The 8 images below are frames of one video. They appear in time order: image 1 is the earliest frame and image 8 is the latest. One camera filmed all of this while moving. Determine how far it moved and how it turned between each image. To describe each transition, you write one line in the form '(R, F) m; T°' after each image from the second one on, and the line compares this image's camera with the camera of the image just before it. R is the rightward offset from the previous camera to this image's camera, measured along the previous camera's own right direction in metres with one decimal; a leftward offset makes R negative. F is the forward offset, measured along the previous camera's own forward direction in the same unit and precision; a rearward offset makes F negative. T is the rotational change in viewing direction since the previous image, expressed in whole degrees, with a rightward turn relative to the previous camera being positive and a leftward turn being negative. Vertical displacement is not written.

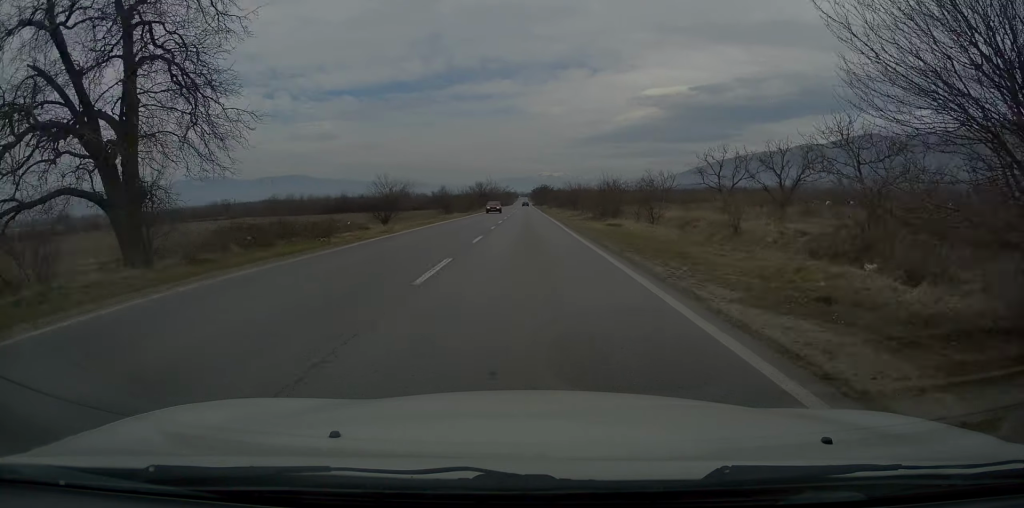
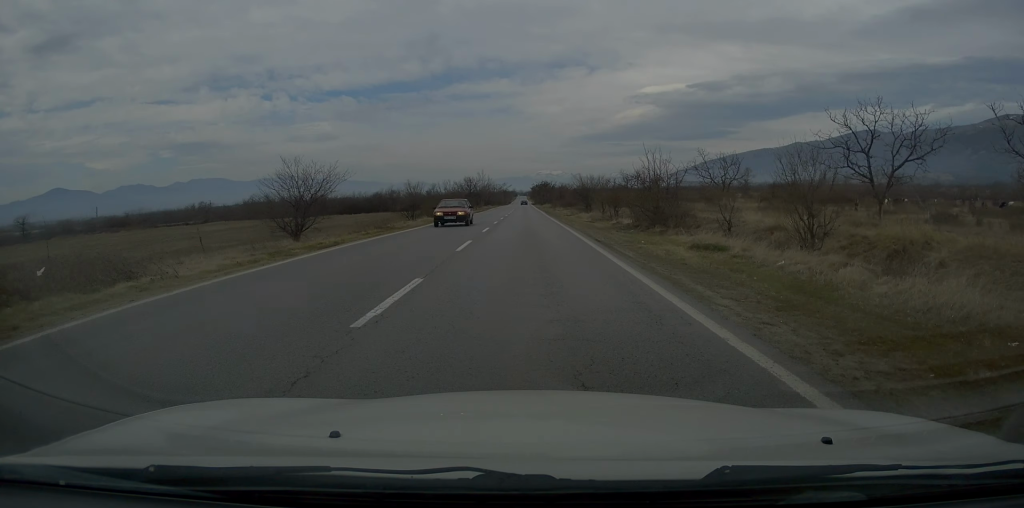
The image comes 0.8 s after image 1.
(-0.3, +20.4) m; 0°
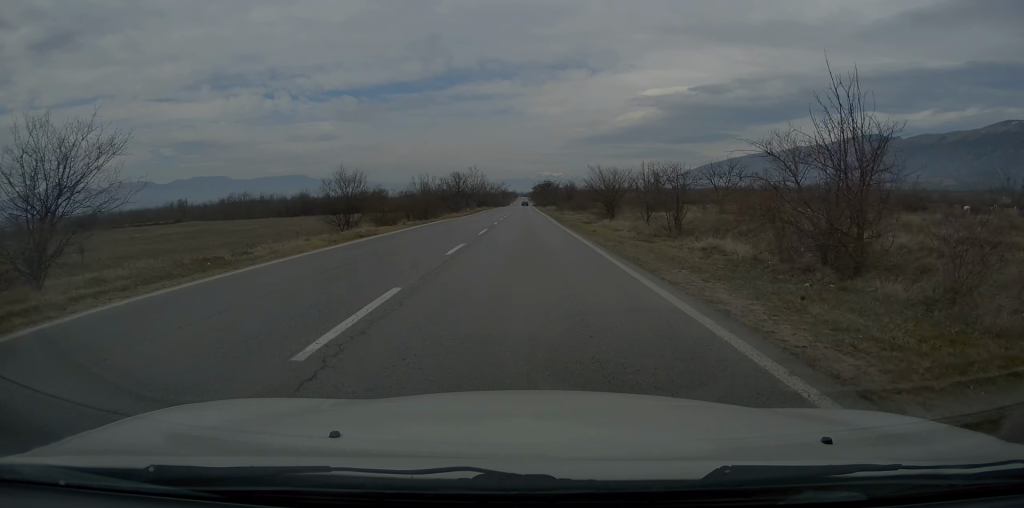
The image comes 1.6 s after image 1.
(+0.1, +18.9) m; 0°
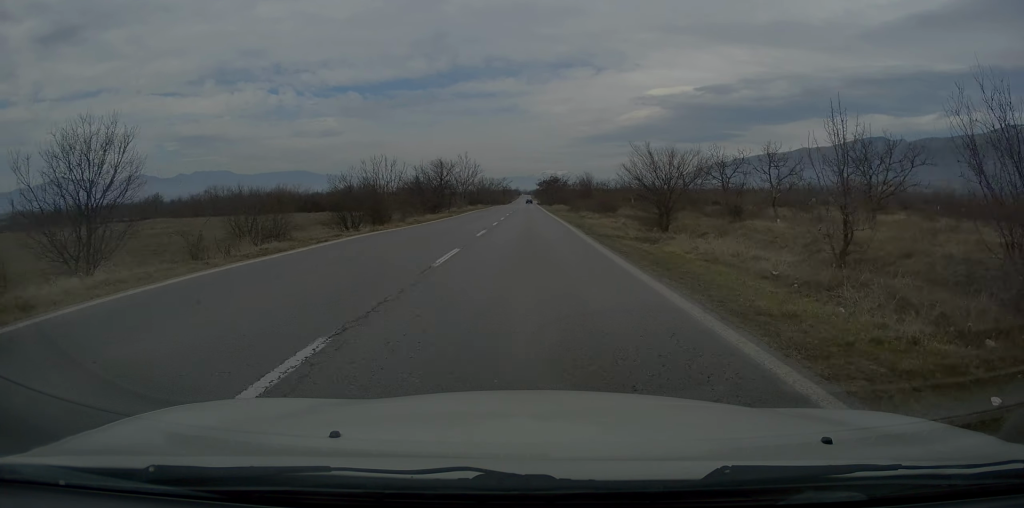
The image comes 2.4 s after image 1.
(-0.1, +20.6) m; -1°
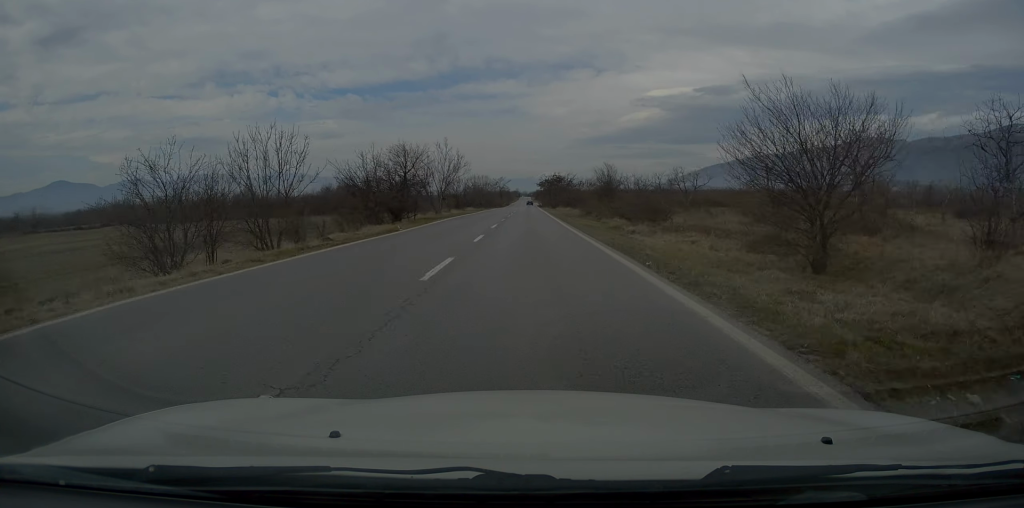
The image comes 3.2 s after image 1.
(-0.2, +19.0) m; 0°
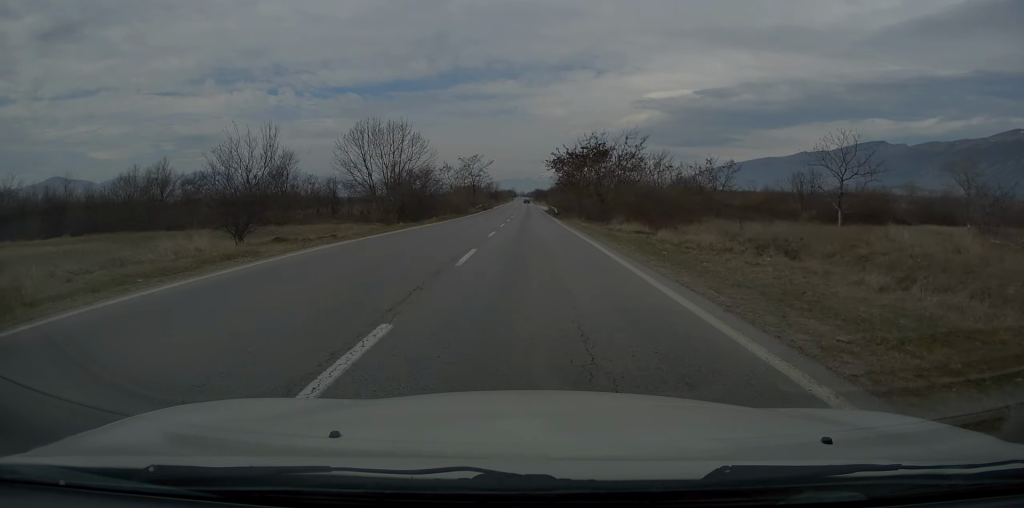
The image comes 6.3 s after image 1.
(+1.0, +77.7) m; +1°
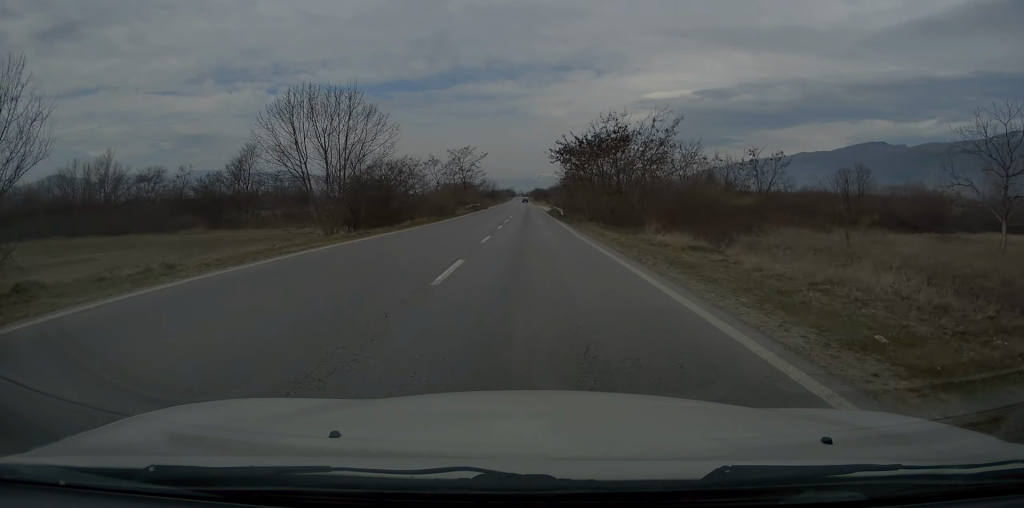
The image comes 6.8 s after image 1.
(+0.1, +11.6) m; +1°
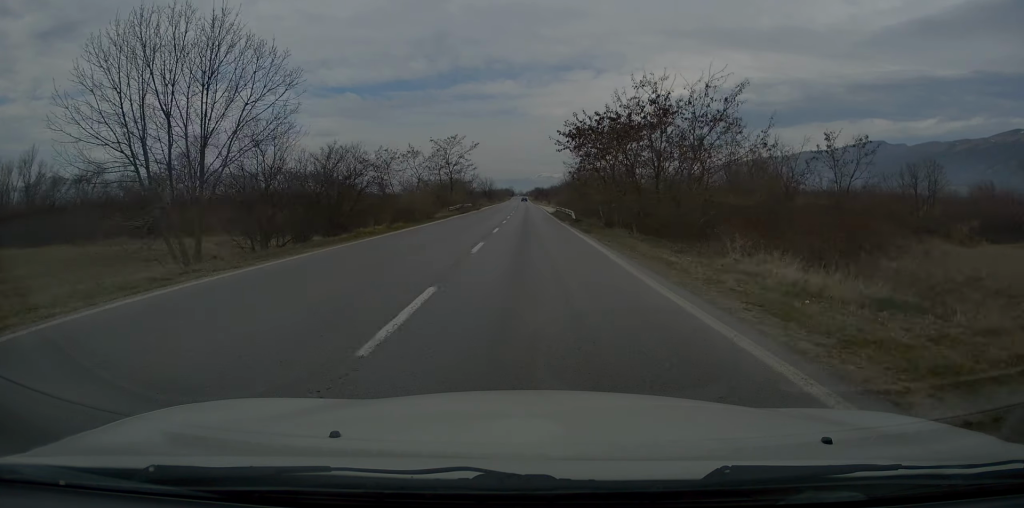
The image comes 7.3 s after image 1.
(0.0, +12.4) m; 0°
